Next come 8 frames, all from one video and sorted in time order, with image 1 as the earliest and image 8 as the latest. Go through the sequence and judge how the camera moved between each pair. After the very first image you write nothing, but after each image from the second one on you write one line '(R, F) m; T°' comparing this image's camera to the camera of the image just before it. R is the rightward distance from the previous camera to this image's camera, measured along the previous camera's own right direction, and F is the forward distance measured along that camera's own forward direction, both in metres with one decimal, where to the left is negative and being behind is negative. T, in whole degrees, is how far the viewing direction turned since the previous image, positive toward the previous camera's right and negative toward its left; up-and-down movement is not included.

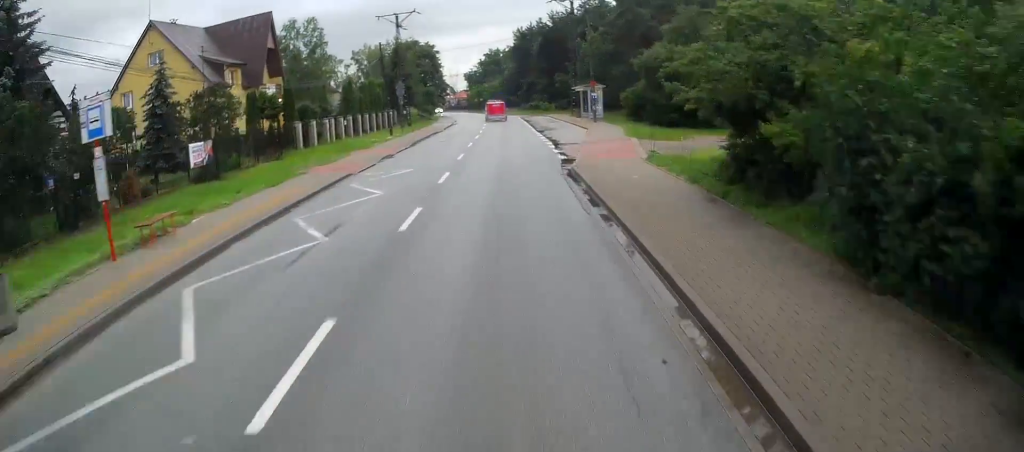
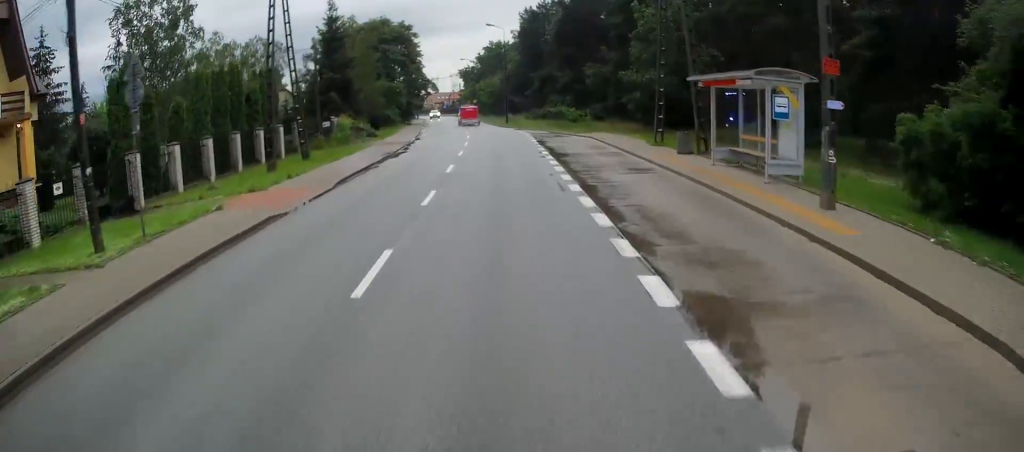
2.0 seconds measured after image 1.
(+0.3, +33.5) m; 0°
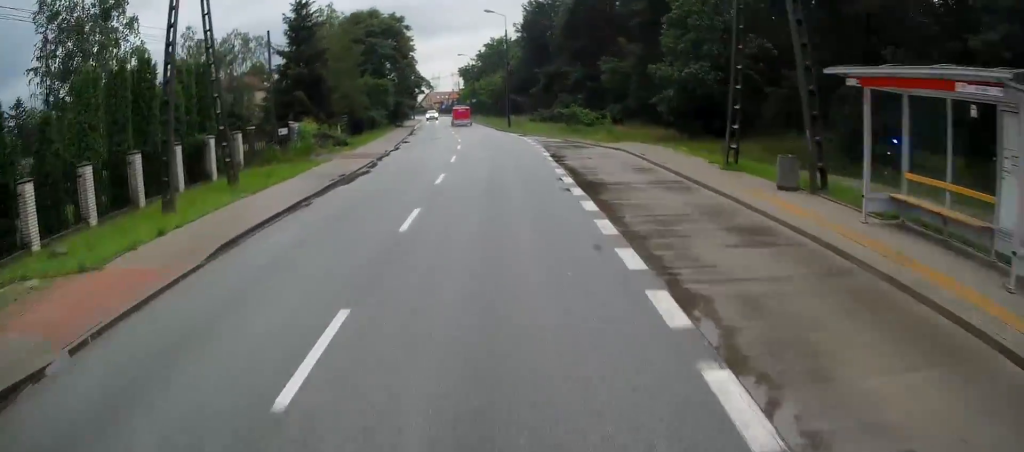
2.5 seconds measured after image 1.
(0.0, +8.7) m; 0°
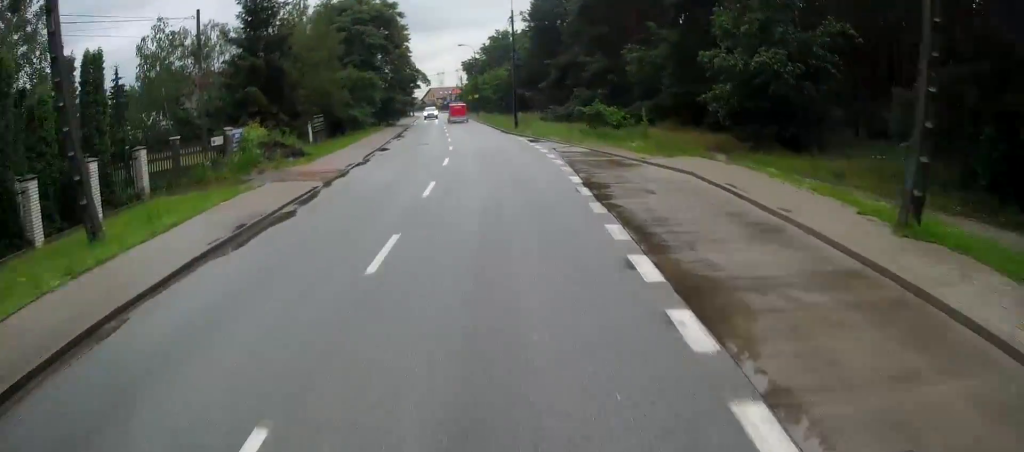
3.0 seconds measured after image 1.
(-0.2, +8.8) m; 0°
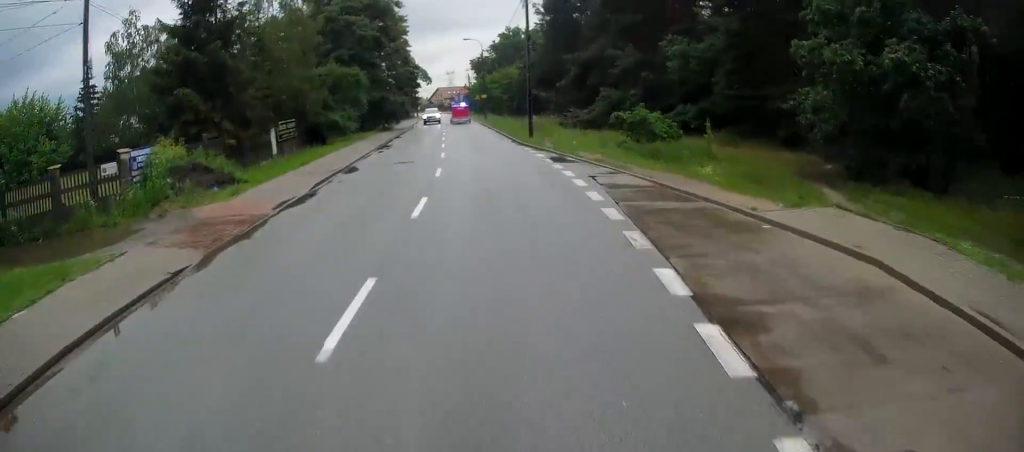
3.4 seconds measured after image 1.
(-0.1, +8.5) m; 0°
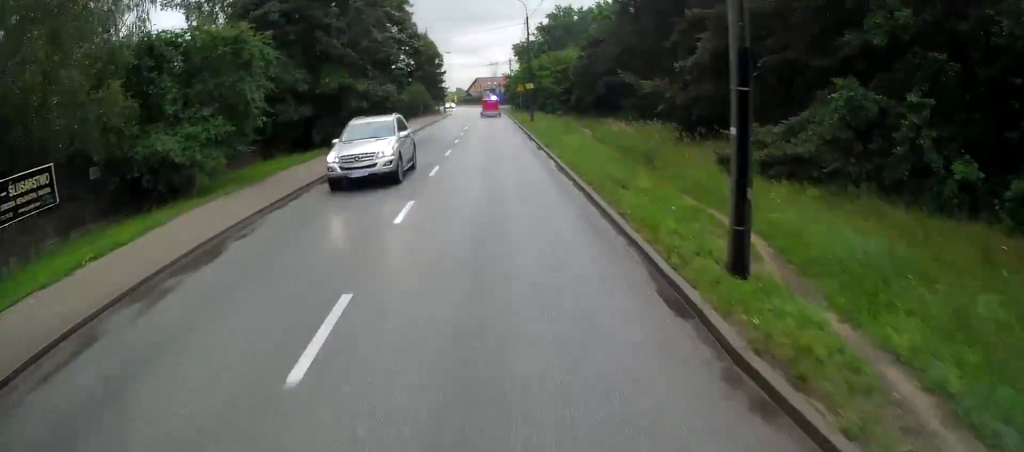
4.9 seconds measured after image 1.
(-0.4, +25.1) m; -3°
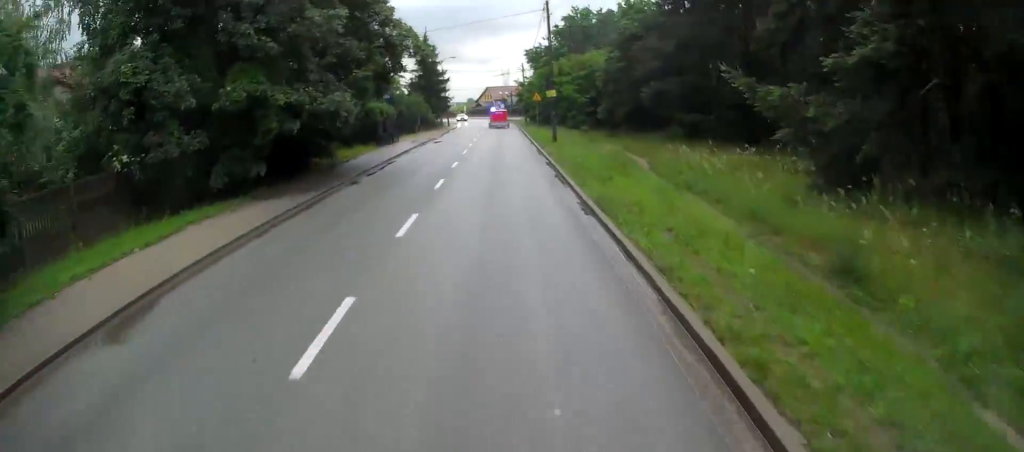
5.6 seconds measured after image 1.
(-0.2, +12.0) m; -1°
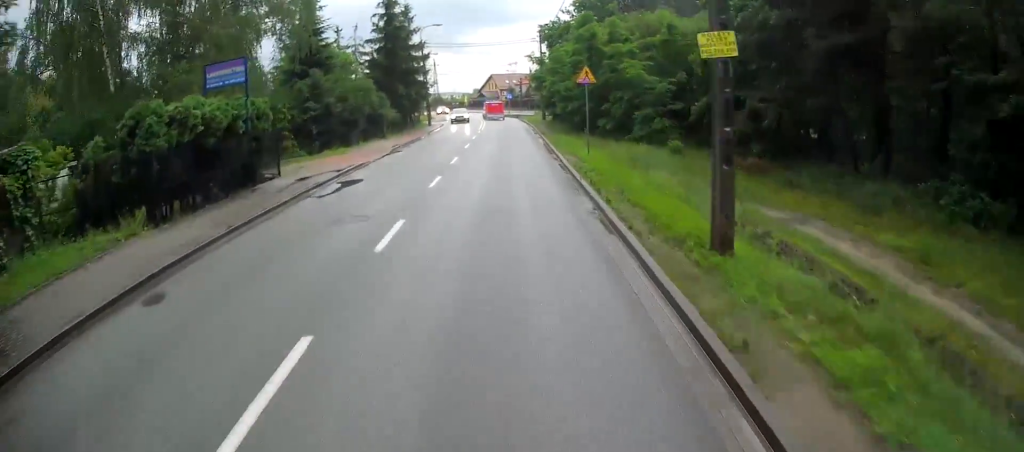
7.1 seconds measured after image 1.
(-0.4, +26.5) m; -2°
